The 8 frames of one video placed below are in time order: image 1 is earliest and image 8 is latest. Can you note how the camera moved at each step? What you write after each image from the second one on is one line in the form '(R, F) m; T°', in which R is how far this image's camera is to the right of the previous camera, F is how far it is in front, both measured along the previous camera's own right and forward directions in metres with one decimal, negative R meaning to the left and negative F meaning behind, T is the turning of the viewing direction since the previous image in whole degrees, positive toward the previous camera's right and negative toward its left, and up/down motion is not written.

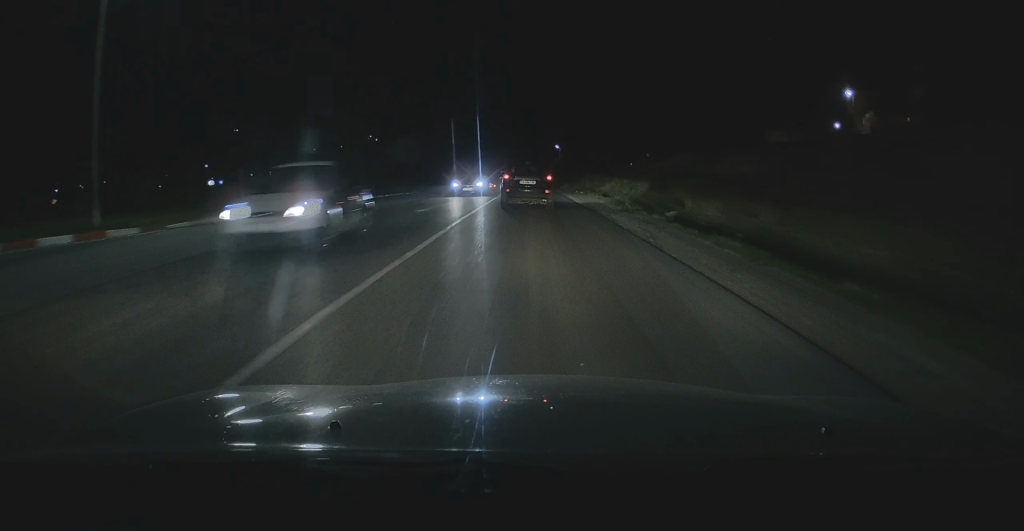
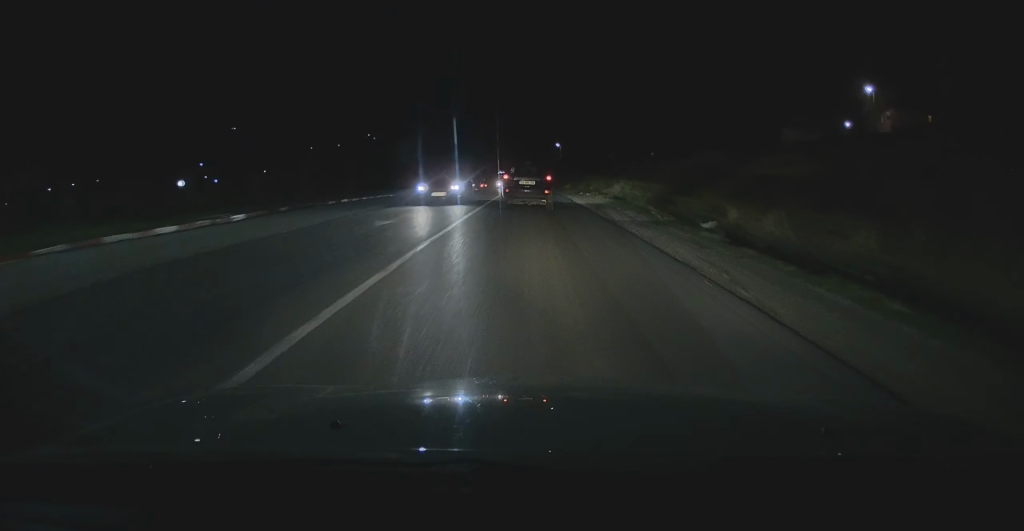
(0.0, +5.1) m; 0°
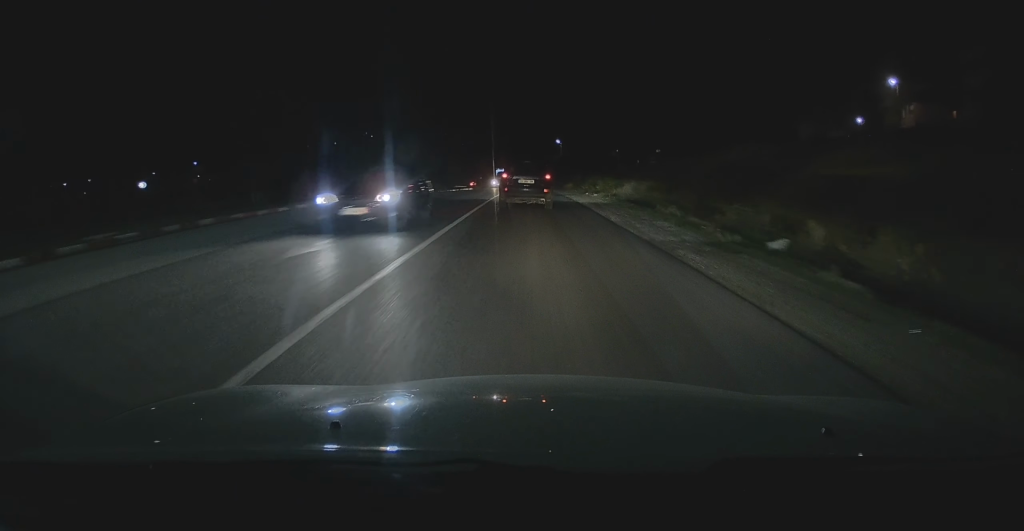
(0.0, +5.9) m; 0°
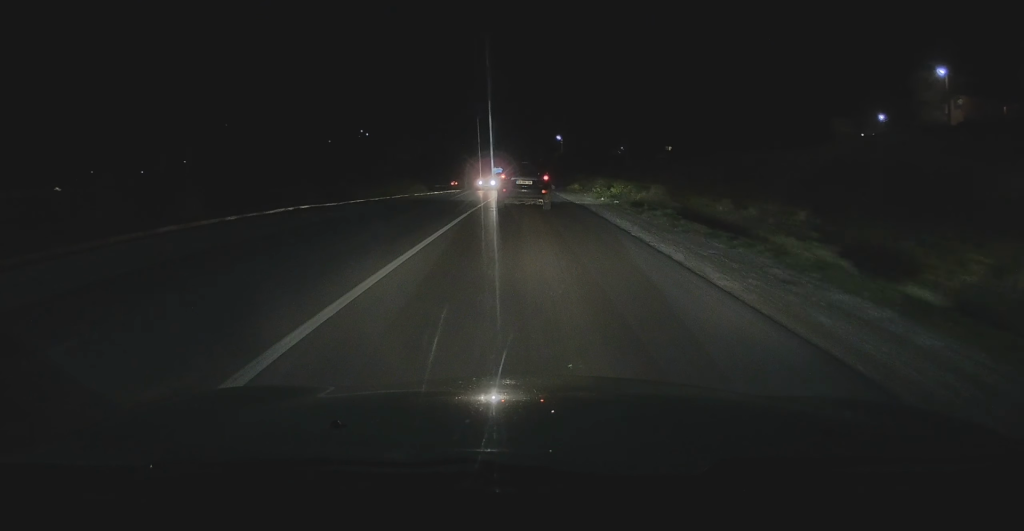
(0.0, +10.6) m; 0°
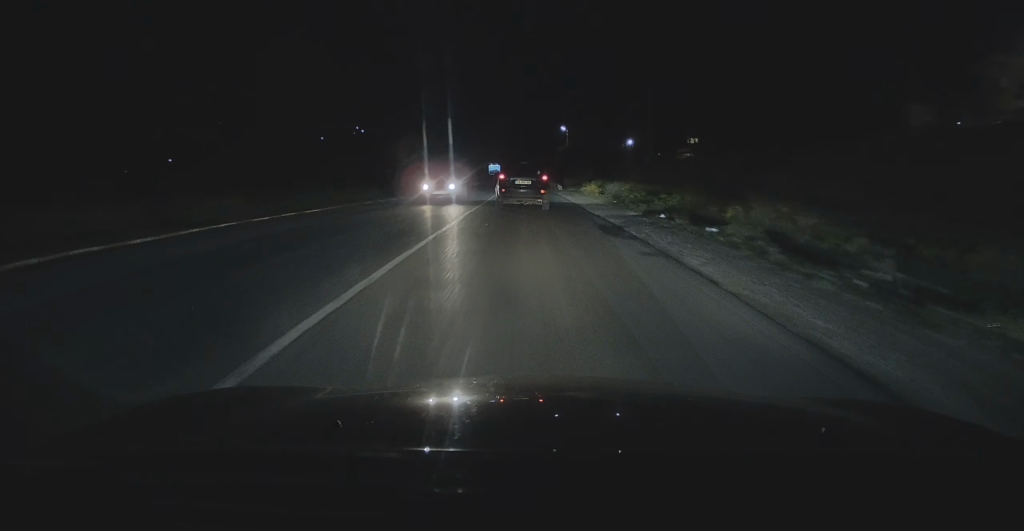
(0.0, +15.2) m; 0°
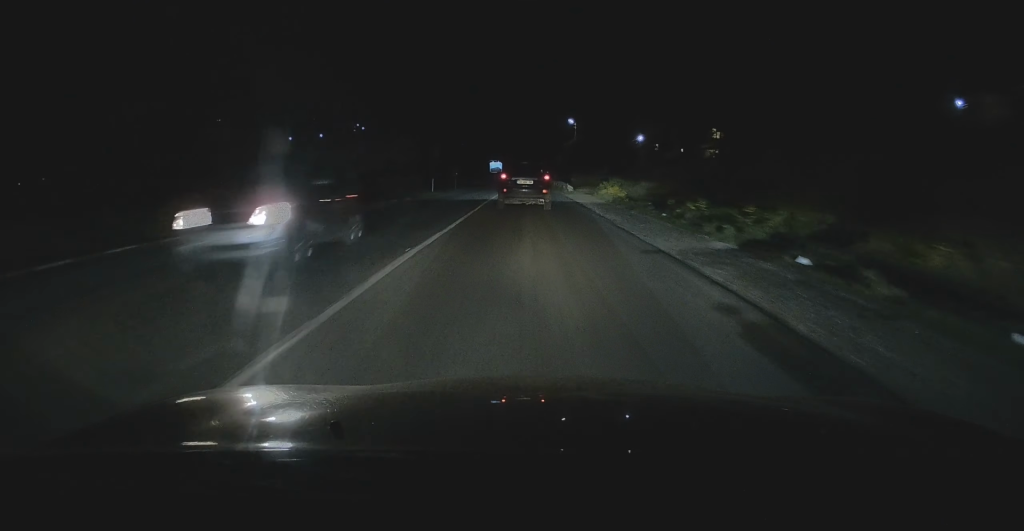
(0.0, +10.5) m; 0°
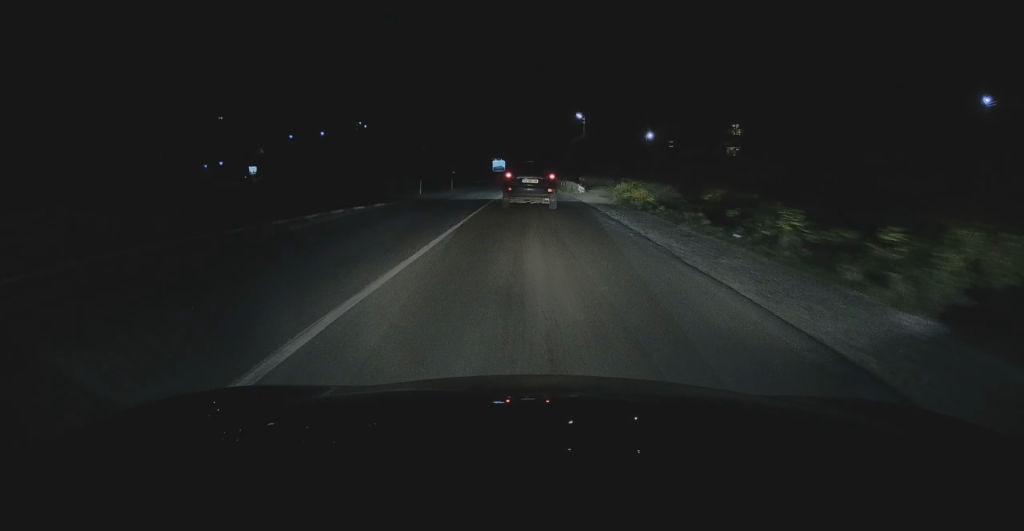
(0.0, +6.1) m; 0°
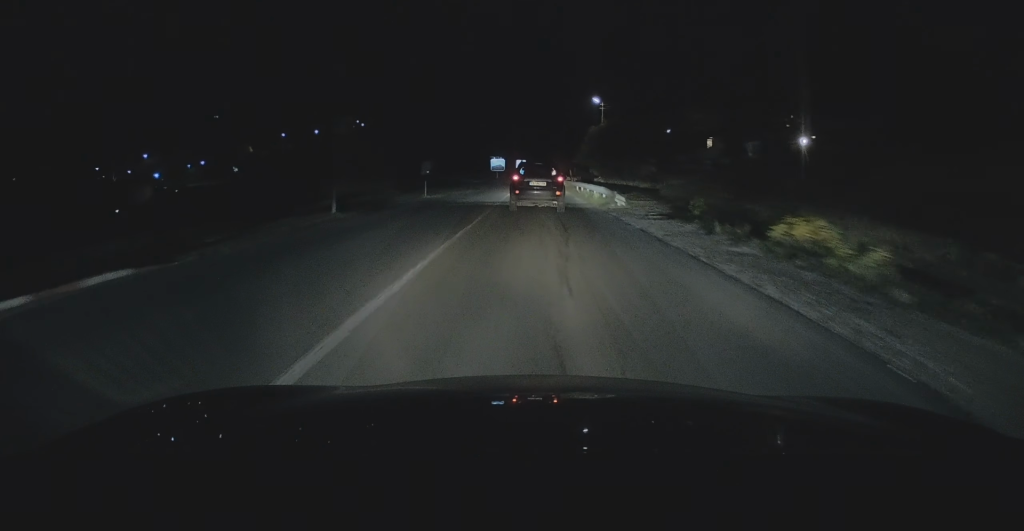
(0.0, +17.4) m; 0°
